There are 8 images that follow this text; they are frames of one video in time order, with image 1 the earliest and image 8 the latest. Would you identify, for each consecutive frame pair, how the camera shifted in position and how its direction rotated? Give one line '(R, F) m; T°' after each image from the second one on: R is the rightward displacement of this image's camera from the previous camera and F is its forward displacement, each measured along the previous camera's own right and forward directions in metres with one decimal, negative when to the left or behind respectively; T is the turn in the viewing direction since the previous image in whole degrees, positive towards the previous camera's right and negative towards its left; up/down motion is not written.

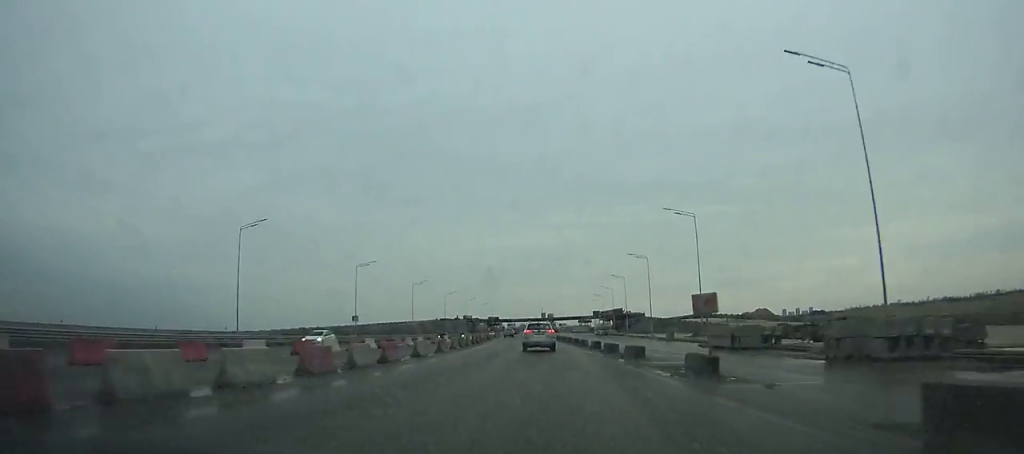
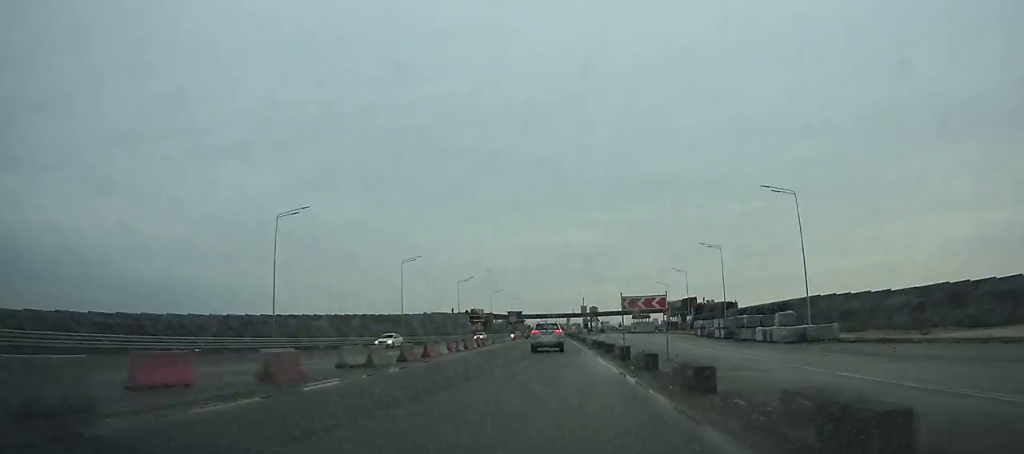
(-1.8, +74.4) m; -2°
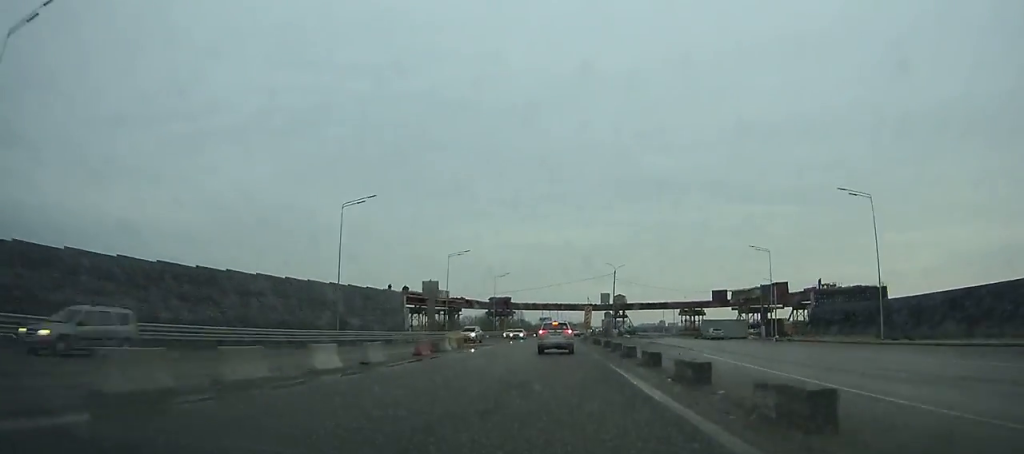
(-0.5, +61.9) m; 0°
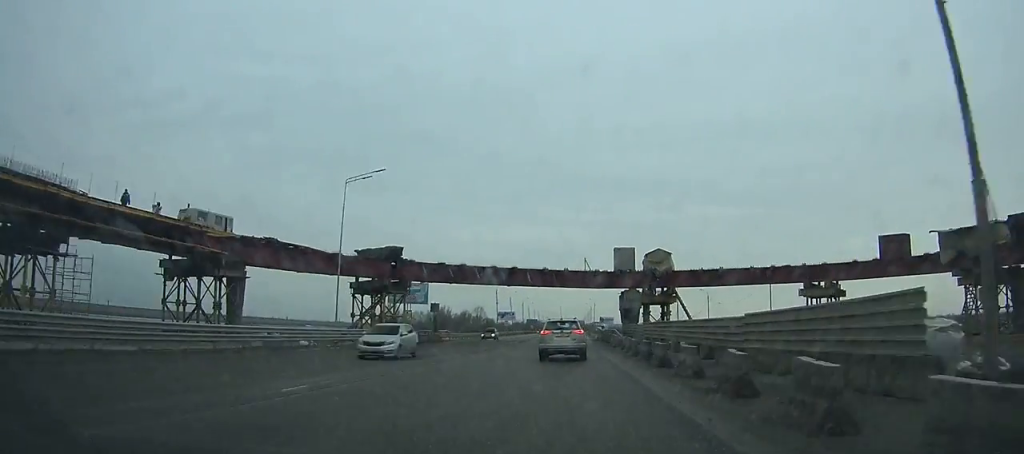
(+1.6, +75.6) m; +3°
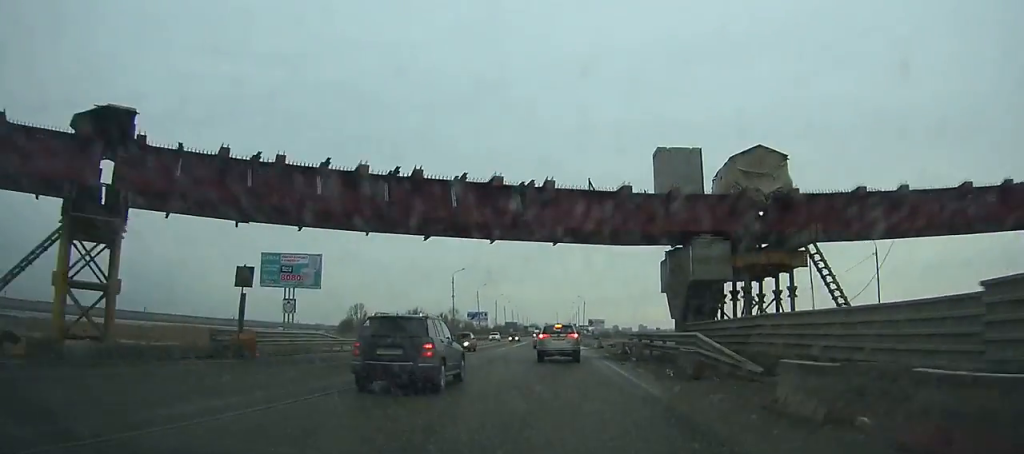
(+0.8, +36.1) m; +1°
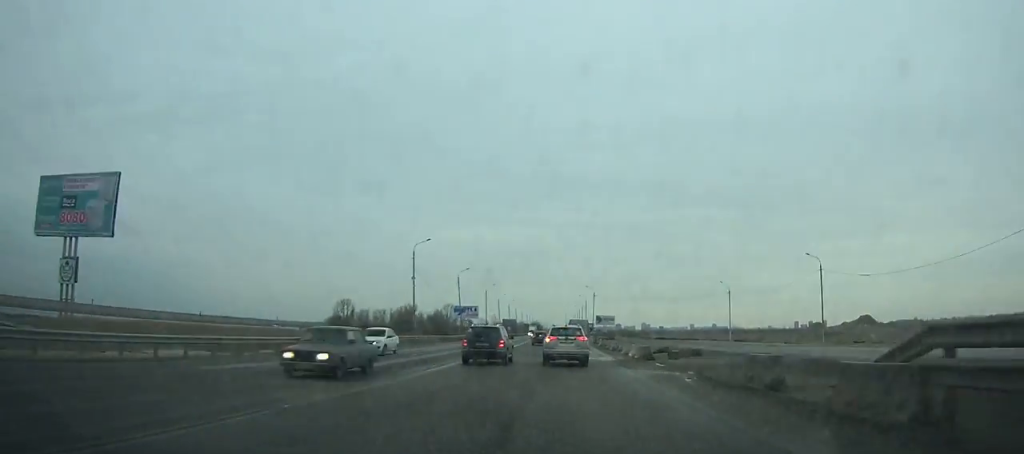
(0.0, +25.0) m; 0°
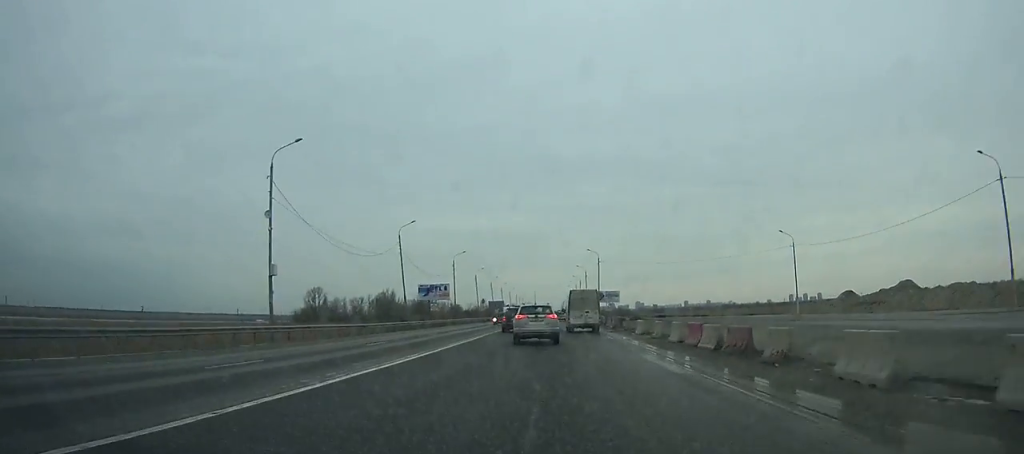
(0.0, +30.8) m; -1°
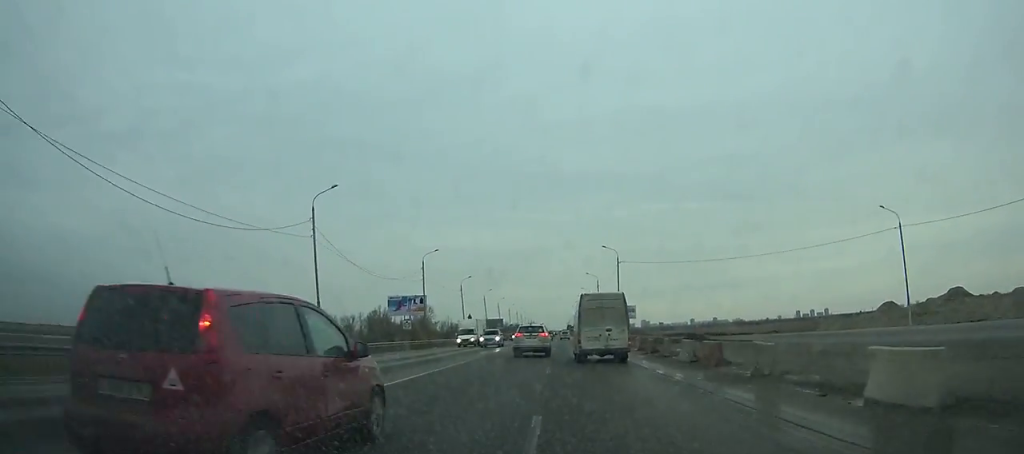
(-0.1, +25.3) m; 0°
